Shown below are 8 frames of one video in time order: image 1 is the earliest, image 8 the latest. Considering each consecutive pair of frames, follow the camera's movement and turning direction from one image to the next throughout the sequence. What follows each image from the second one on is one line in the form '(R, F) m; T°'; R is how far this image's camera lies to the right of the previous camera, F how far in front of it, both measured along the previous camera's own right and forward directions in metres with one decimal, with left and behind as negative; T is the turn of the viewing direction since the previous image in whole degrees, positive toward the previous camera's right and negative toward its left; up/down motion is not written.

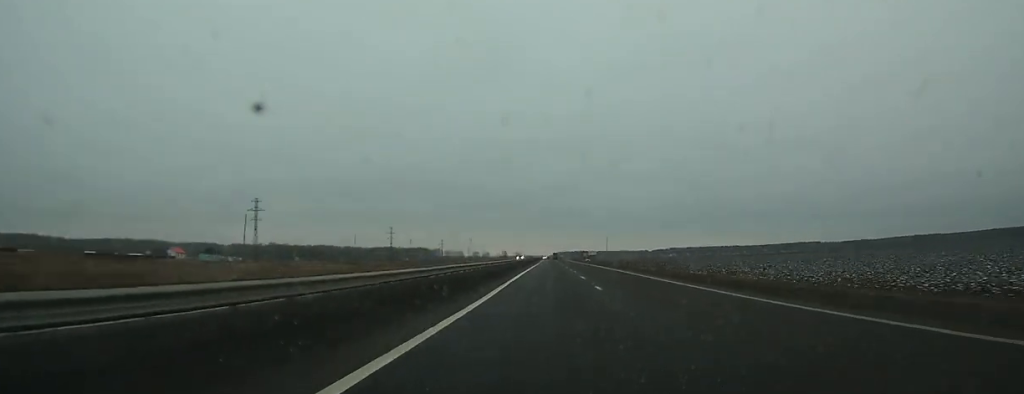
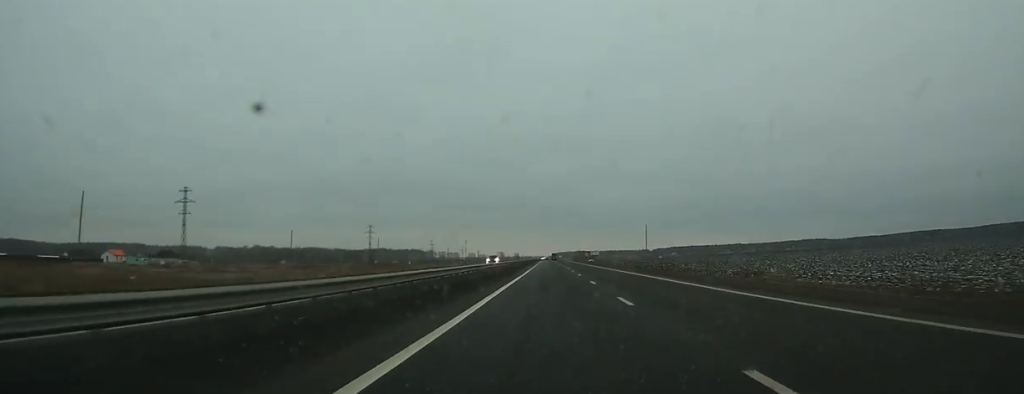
(+0.1, +44.8) m; 0°
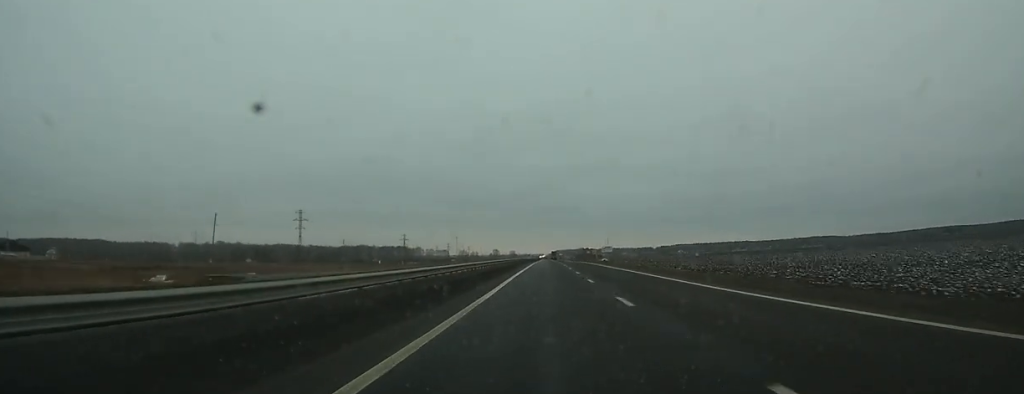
(-0.1, +98.9) m; 0°
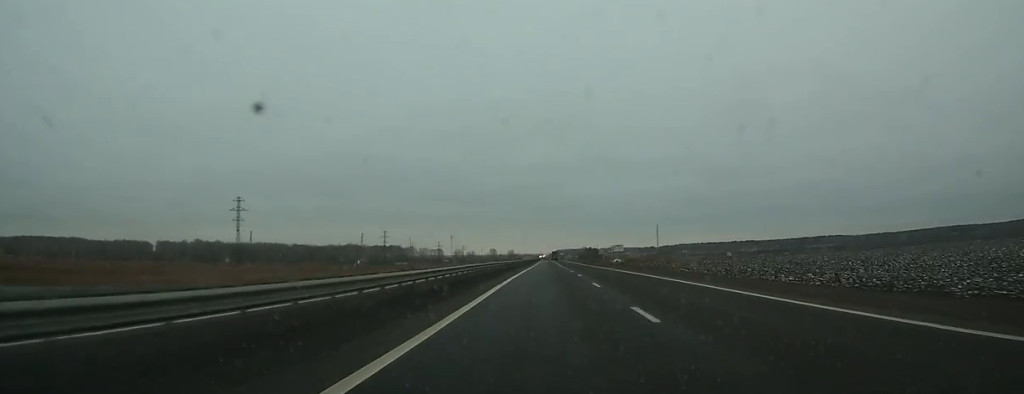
(+0.1, +51.5) m; 0°
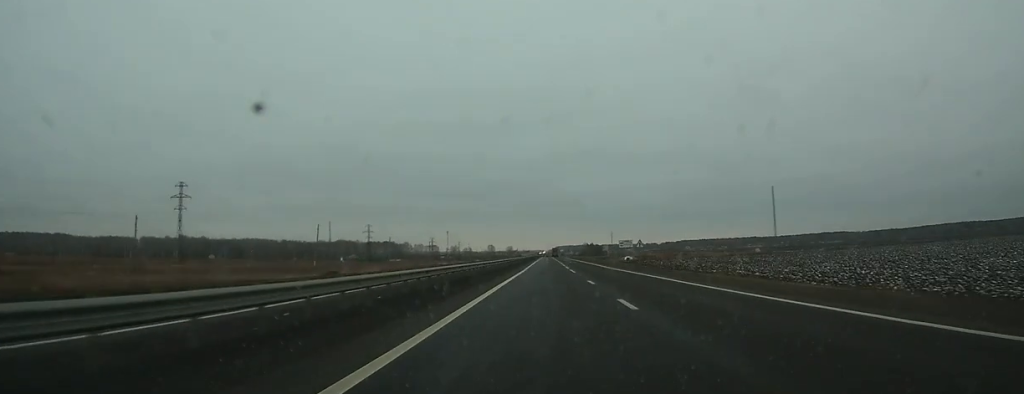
(0.0, +33.1) m; 0°
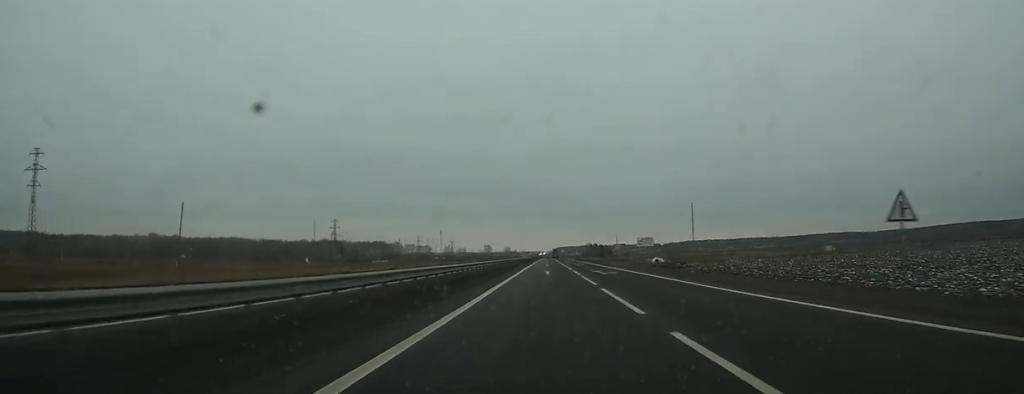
(-0.1, +54.7) m; 0°
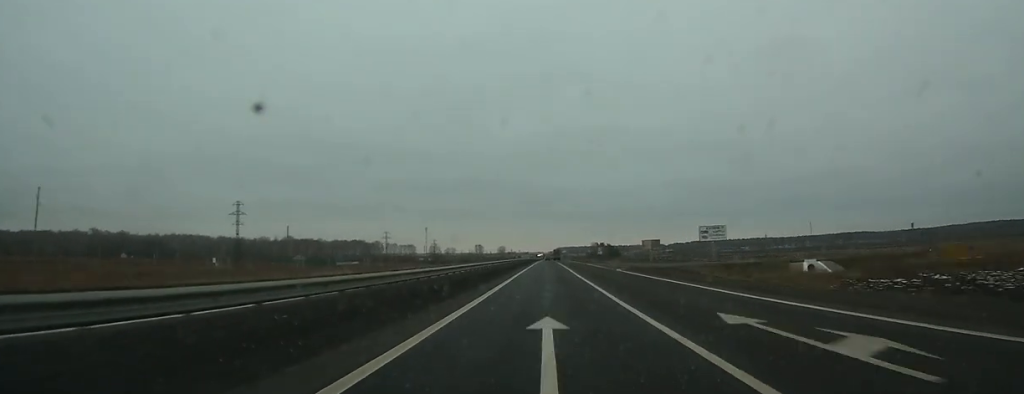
(-0.1, +92.4) m; 0°
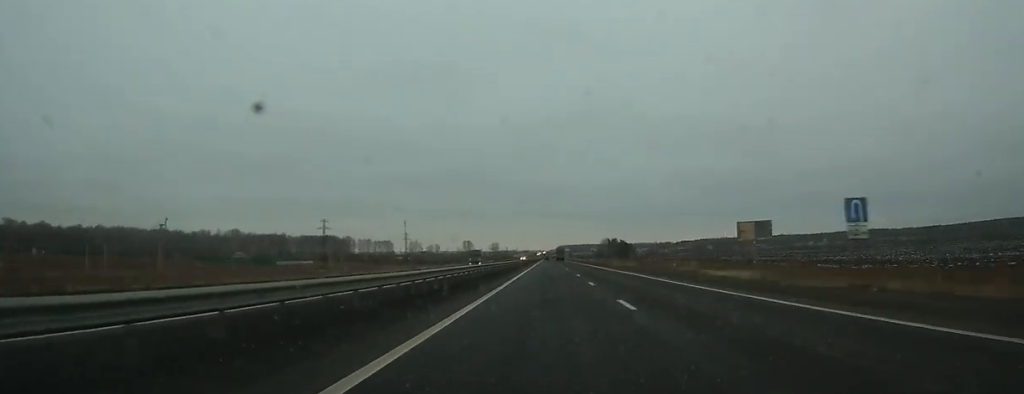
(-0.1, +105.7) m; 0°
